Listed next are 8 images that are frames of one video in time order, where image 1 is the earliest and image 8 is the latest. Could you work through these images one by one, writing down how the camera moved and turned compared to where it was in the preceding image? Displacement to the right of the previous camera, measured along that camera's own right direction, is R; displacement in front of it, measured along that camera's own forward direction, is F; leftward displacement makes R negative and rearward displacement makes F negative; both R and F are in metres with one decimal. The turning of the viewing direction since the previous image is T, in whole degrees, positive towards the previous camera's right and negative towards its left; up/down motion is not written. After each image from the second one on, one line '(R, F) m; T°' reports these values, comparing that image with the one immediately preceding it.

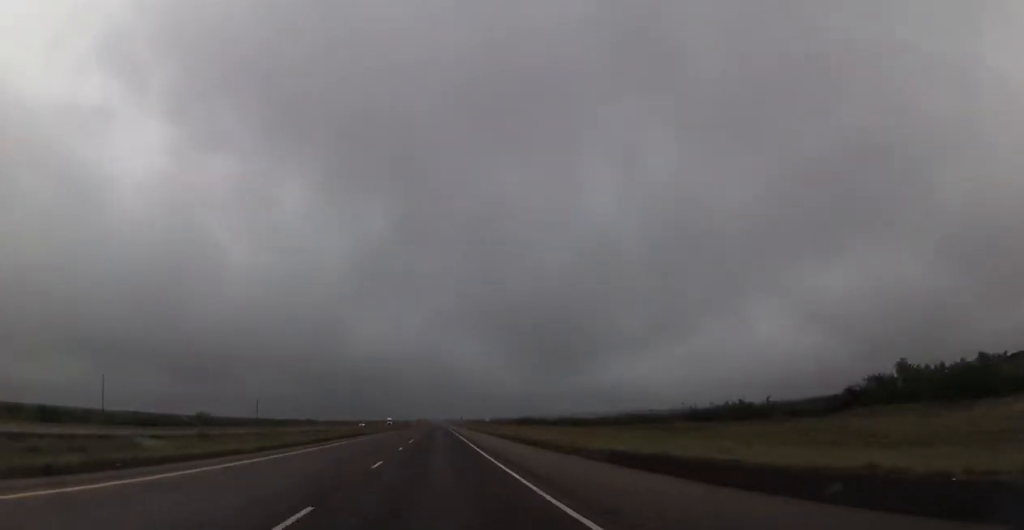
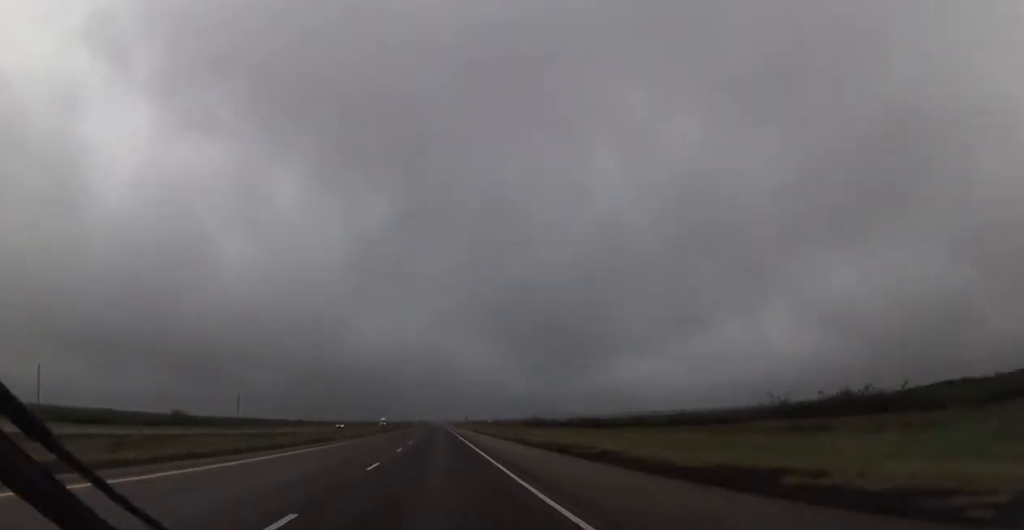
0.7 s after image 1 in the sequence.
(+0.1, +25.4) m; 0°
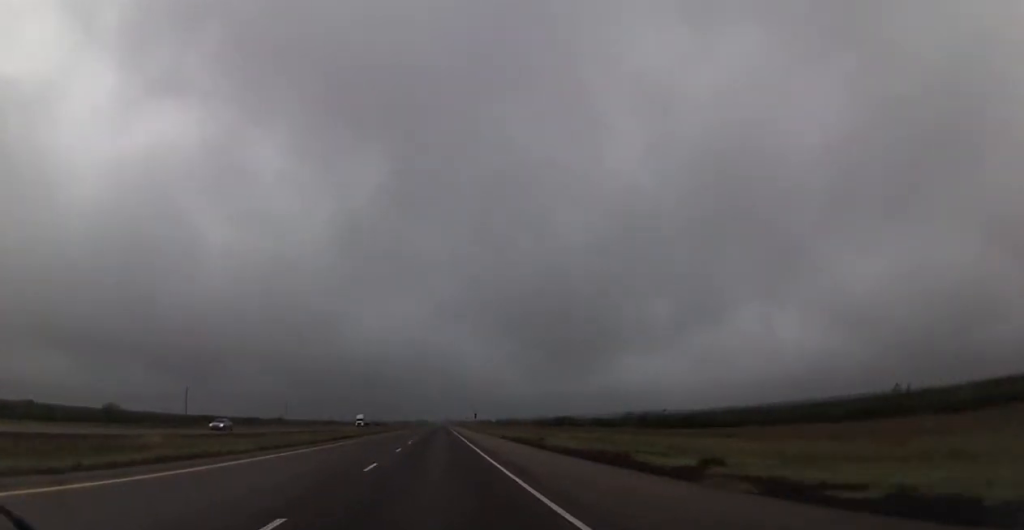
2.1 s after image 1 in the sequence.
(+0.3, +49.4) m; -1°
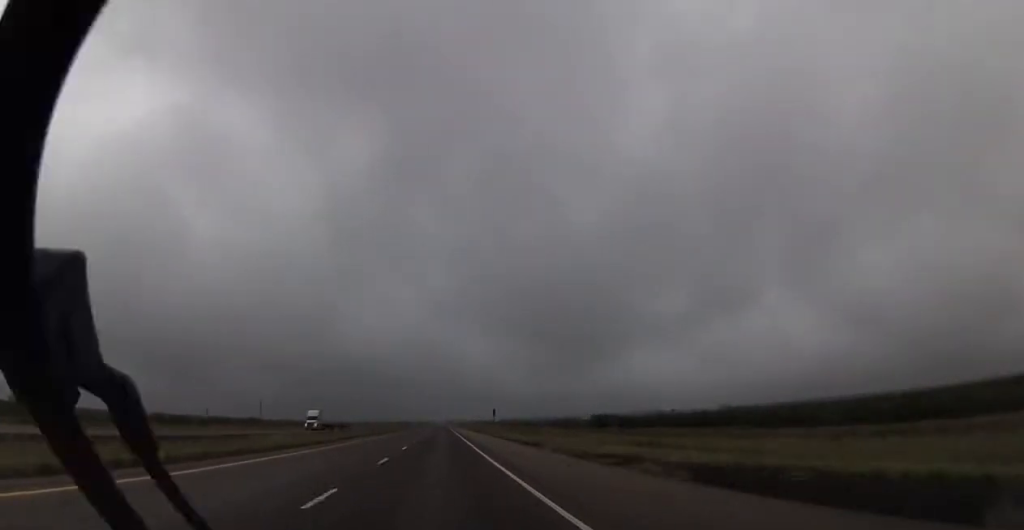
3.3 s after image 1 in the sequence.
(-0.7, +44.5) m; 0°
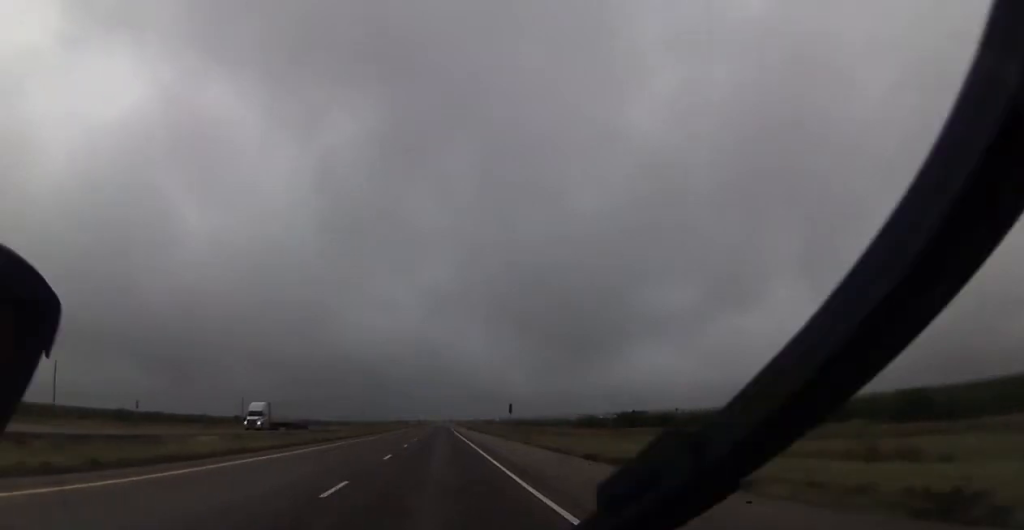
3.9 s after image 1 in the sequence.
(+0.3, +23.0) m; 0°
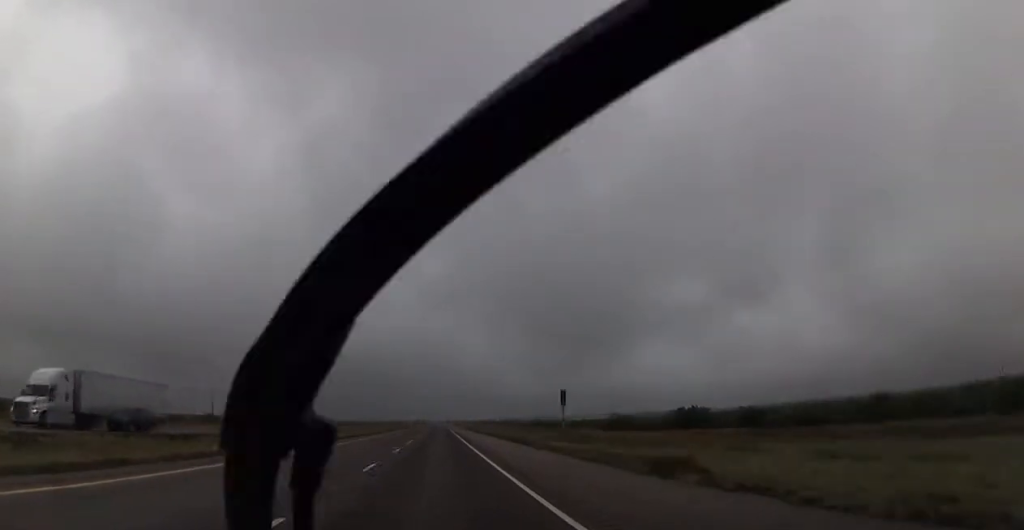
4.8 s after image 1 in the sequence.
(-0.1, +30.2) m; 0°
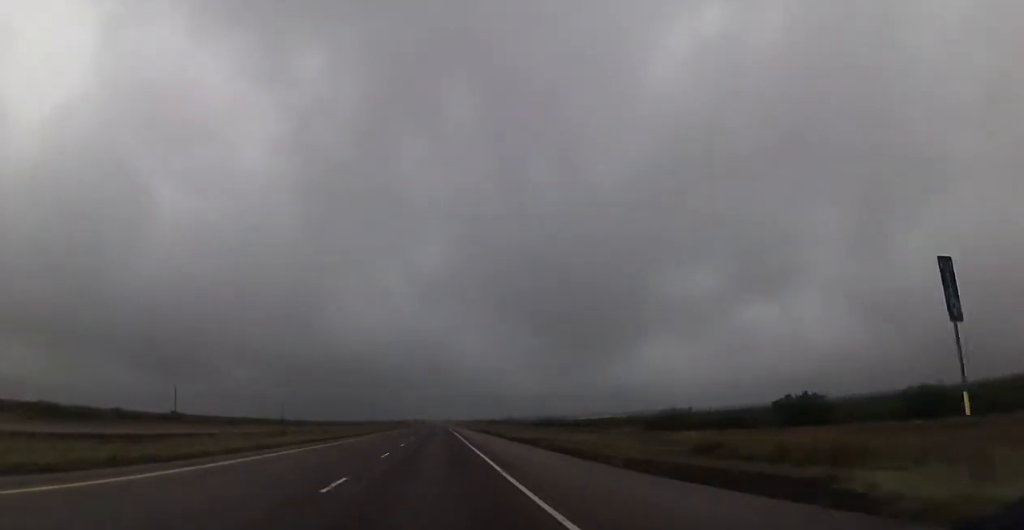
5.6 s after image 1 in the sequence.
(-0.1, +30.2) m; 0°
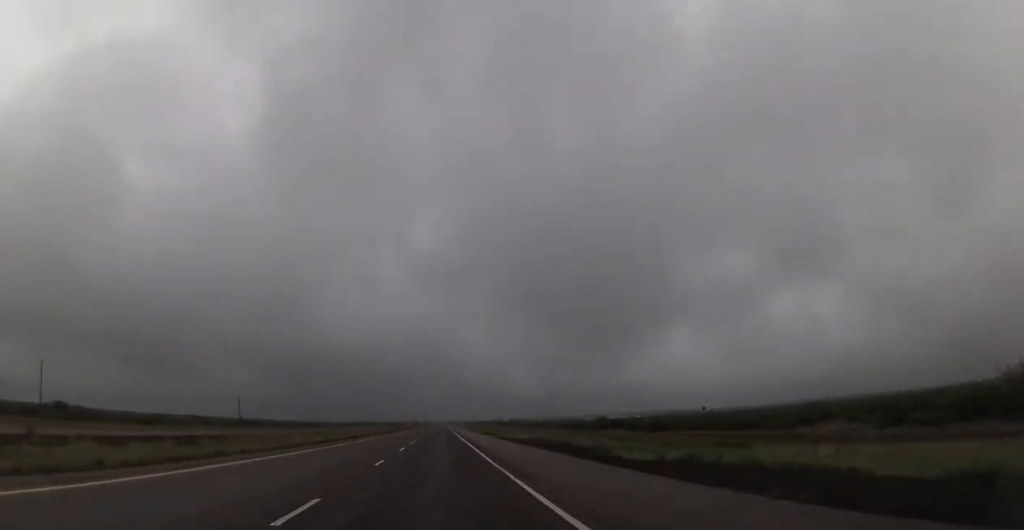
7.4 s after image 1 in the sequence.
(0.0, +65.3) m; 0°
